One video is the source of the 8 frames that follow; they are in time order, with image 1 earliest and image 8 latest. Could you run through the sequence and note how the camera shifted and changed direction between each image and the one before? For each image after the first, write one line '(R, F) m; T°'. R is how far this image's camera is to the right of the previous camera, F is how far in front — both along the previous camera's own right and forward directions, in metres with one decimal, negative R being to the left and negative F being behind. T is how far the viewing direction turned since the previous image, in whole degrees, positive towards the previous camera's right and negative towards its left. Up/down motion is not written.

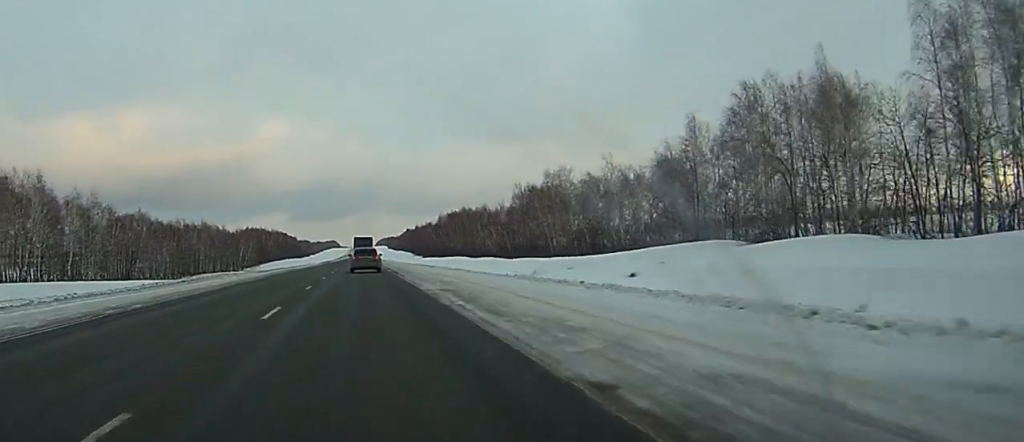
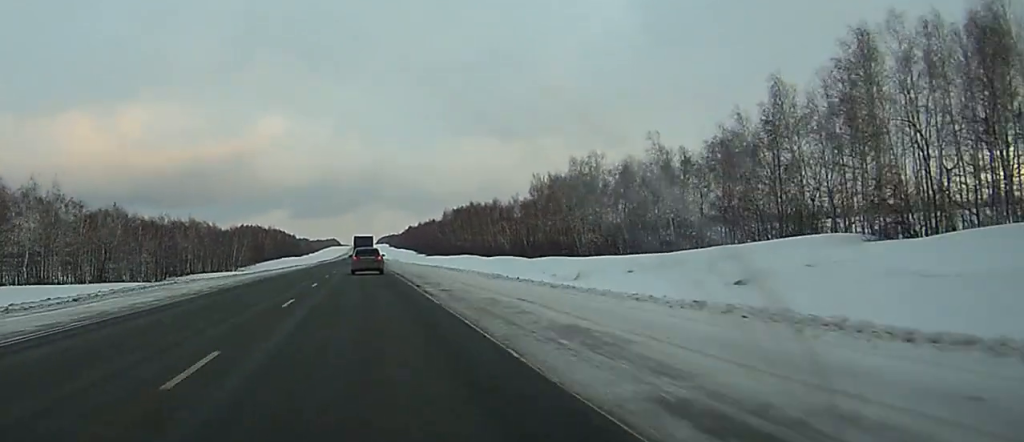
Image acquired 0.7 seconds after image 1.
(0.0, +20.0) m; 0°
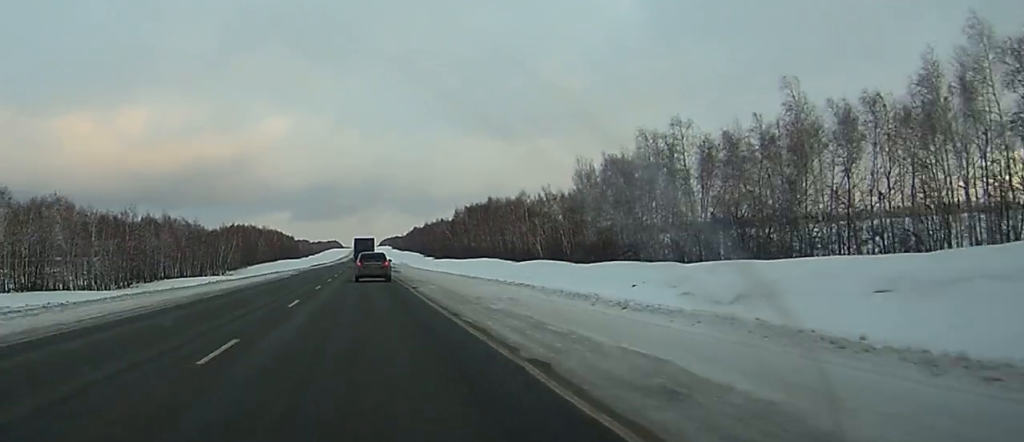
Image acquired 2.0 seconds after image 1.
(+0.1, +34.6) m; 0°
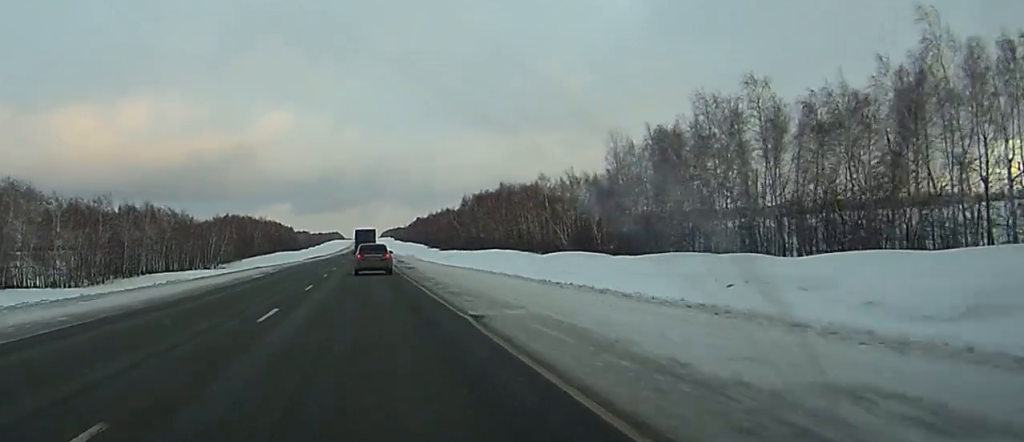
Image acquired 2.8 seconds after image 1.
(0.0, +19.1) m; 0°
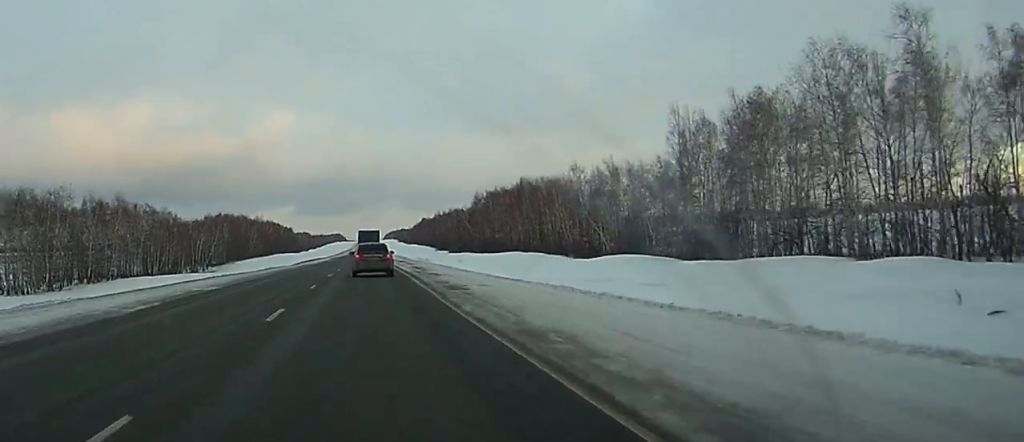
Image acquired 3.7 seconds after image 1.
(0.0, +24.0) m; 0°
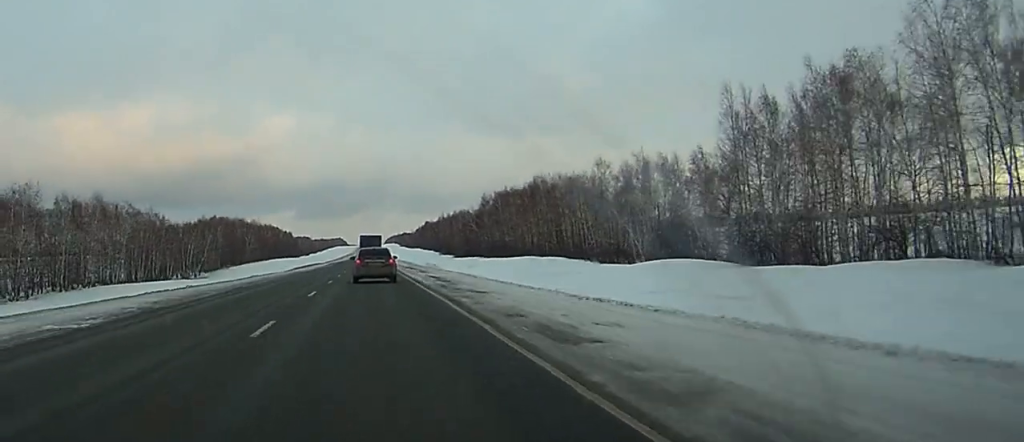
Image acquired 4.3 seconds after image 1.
(0.0, +14.4) m; 0°
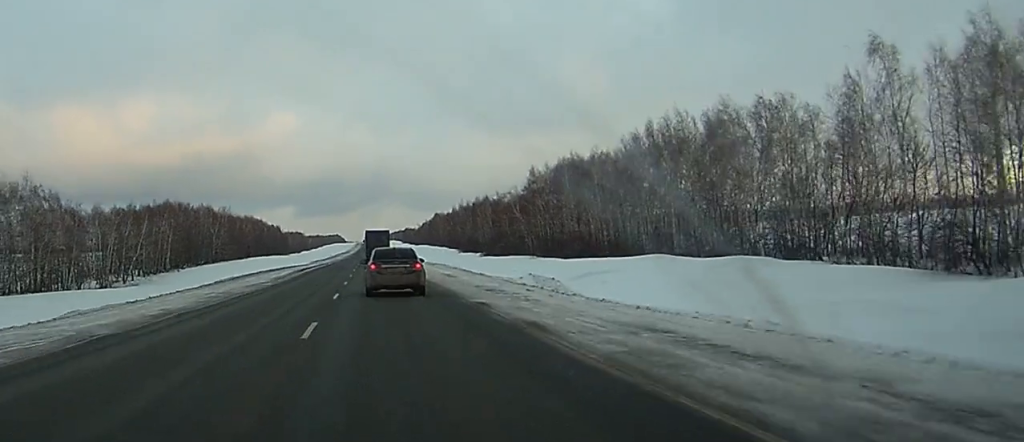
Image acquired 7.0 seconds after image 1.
(-0.2, +70.7) m; 0°
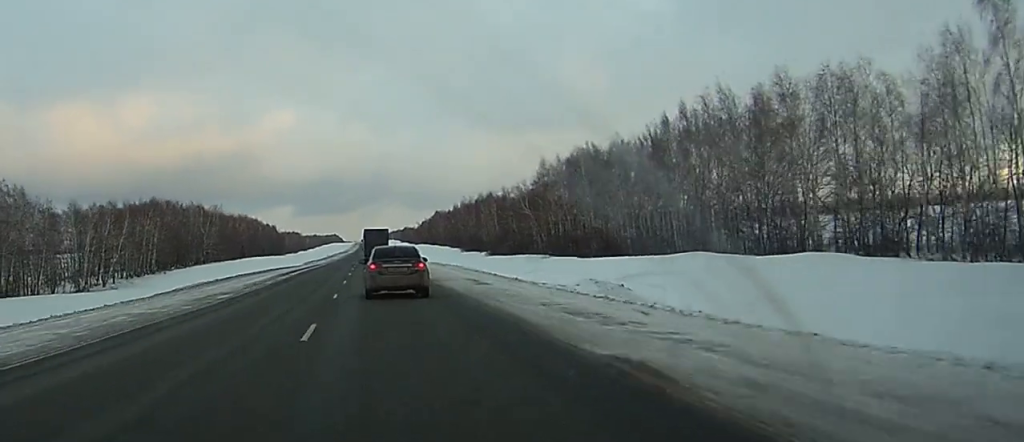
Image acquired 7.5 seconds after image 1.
(0.0, +12.1) m; 0°
